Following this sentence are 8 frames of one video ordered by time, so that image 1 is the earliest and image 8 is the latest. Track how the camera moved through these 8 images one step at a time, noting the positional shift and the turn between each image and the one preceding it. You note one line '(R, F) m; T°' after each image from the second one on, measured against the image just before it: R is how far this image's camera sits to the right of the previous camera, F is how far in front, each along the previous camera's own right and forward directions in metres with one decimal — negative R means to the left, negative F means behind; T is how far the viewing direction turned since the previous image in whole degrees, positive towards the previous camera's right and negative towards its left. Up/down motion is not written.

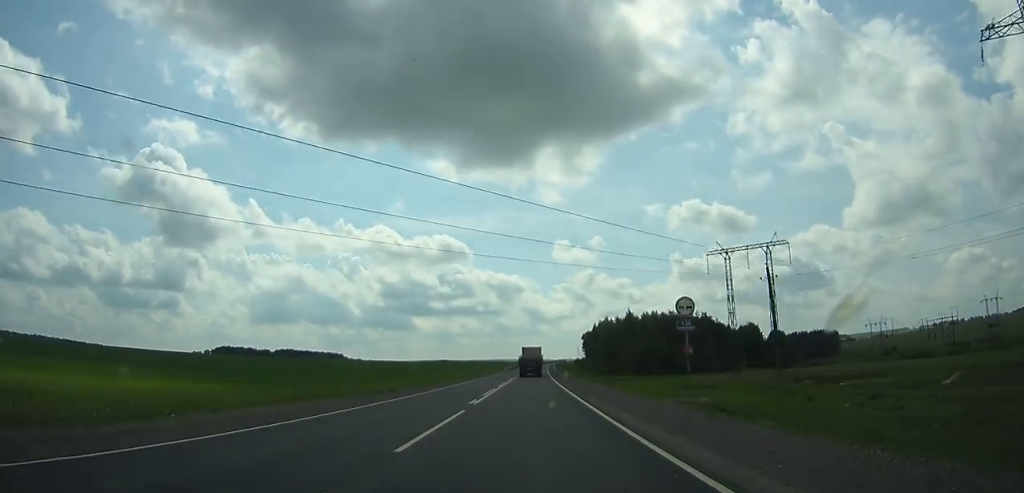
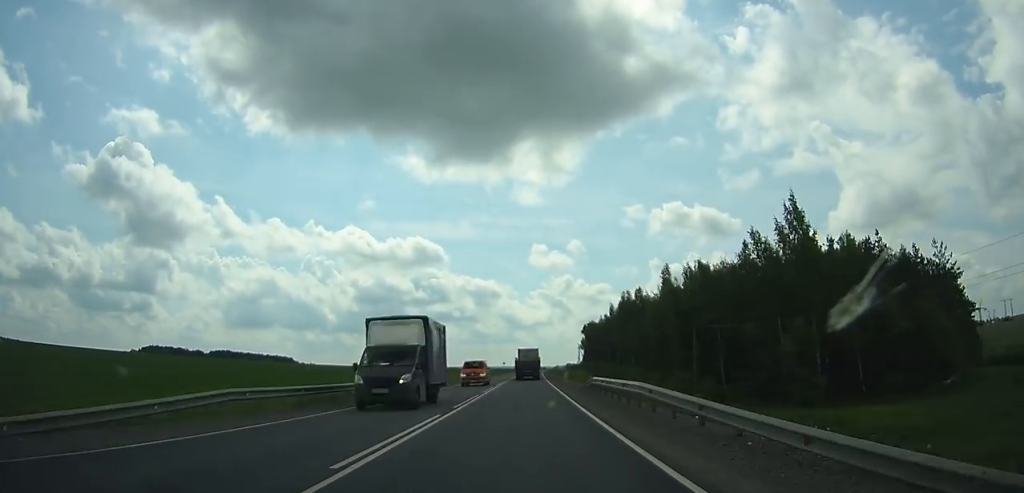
(+2.1, +126.4) m; +2°
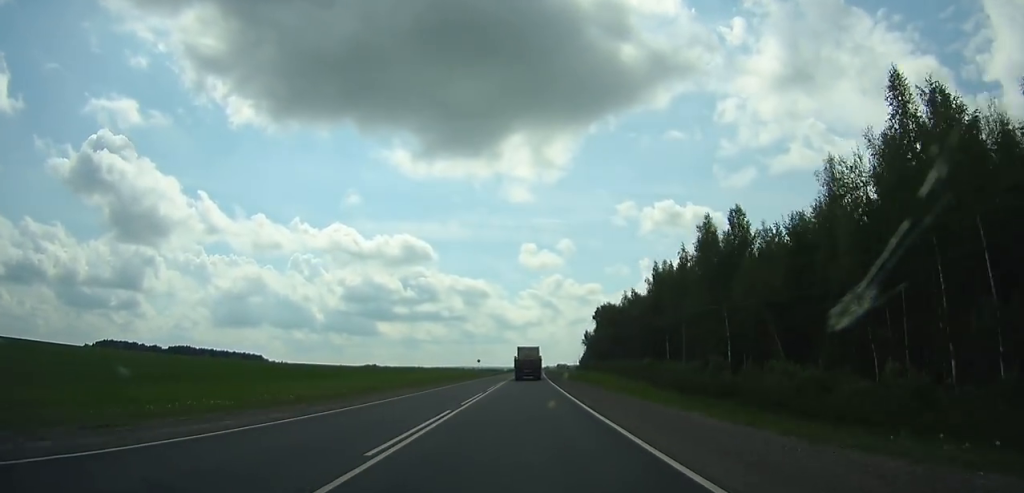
(+0.6, +69.7) m; +1°
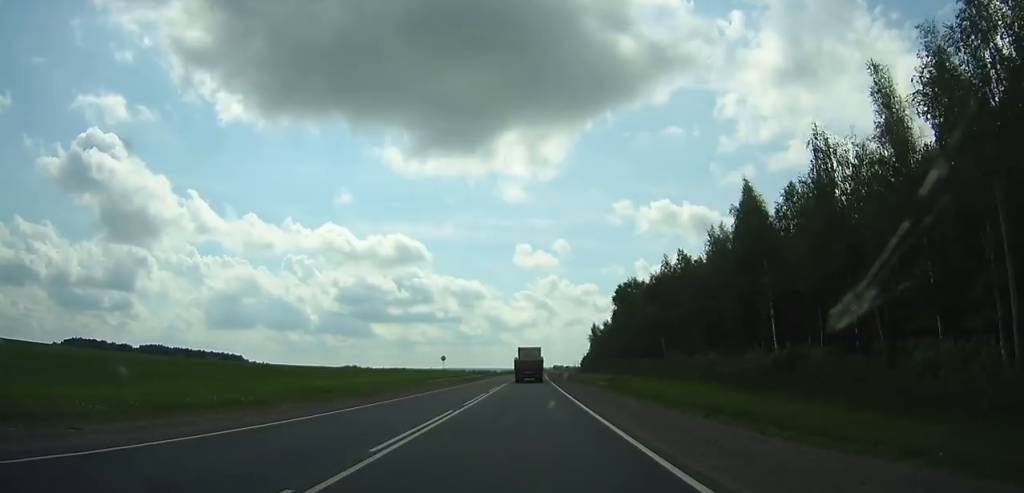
(0.0, +47.2) m; +1°
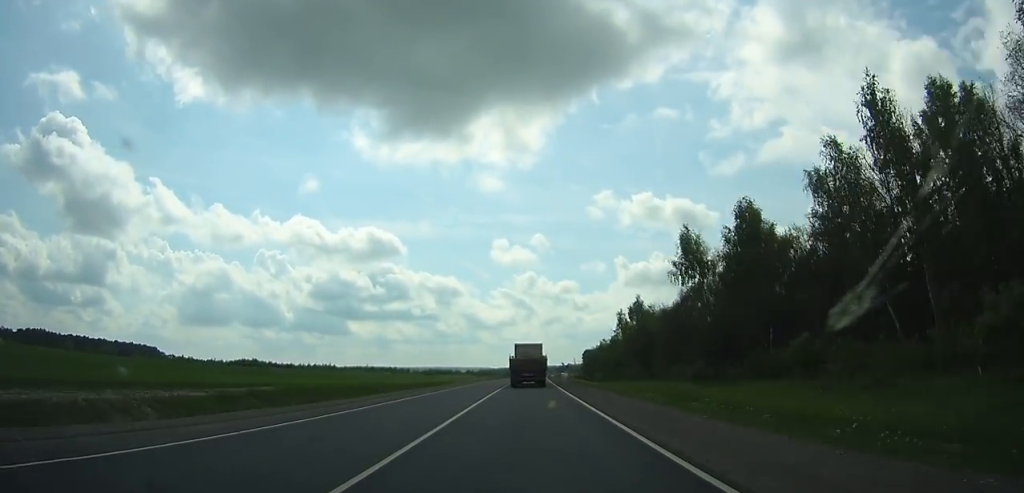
(+2.7, +147.6) m; +2°
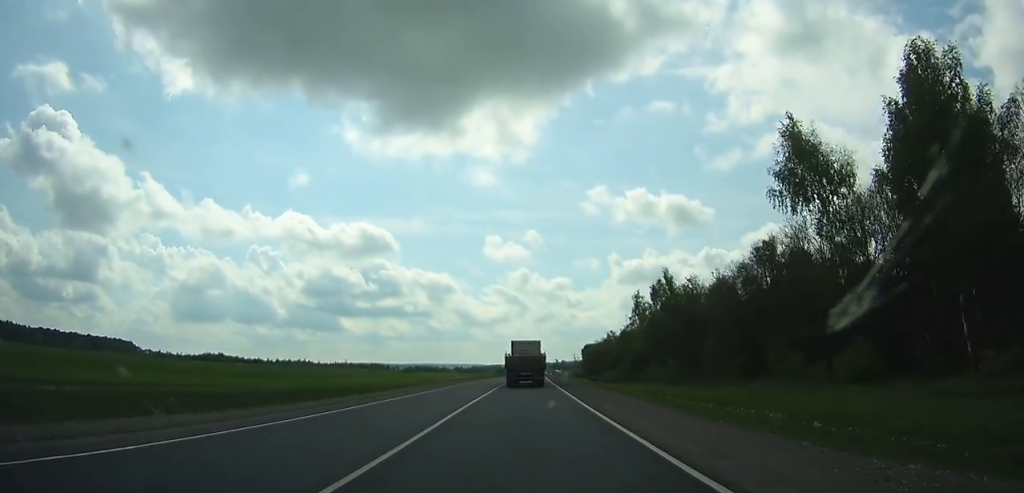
(+0.4, +31.3) m; +1°
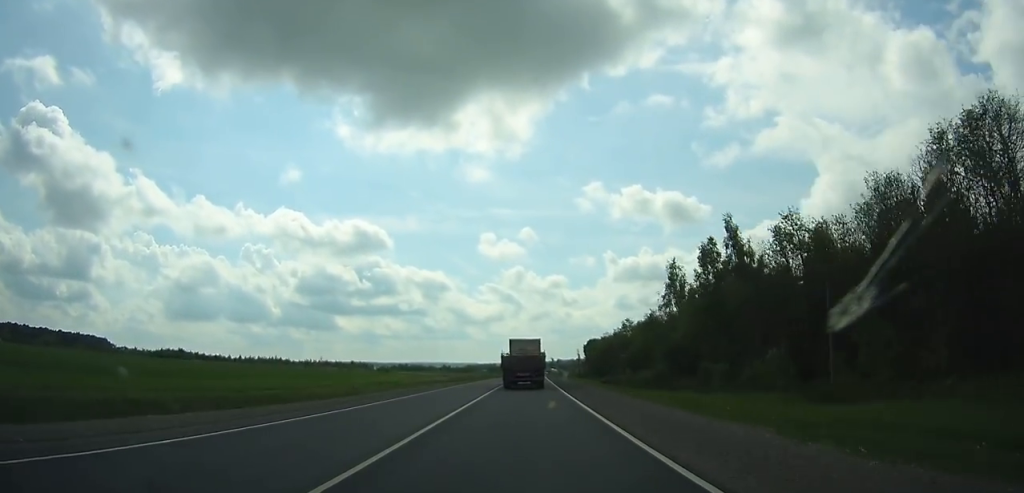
(+0.2, +33.7) m; +1°
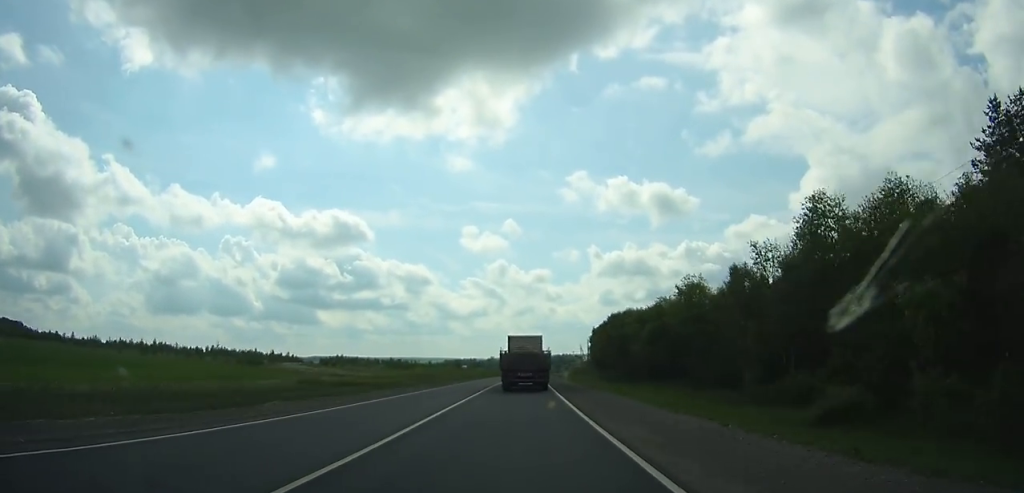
(+1.0, +94.3) m; +1°
